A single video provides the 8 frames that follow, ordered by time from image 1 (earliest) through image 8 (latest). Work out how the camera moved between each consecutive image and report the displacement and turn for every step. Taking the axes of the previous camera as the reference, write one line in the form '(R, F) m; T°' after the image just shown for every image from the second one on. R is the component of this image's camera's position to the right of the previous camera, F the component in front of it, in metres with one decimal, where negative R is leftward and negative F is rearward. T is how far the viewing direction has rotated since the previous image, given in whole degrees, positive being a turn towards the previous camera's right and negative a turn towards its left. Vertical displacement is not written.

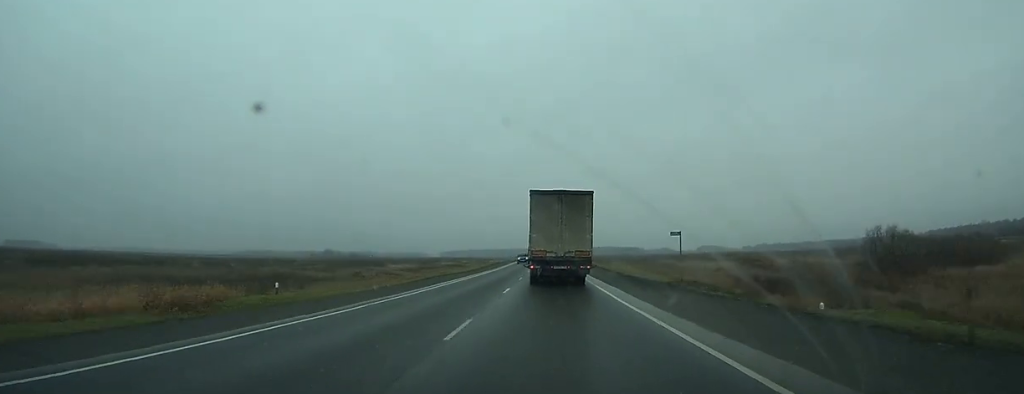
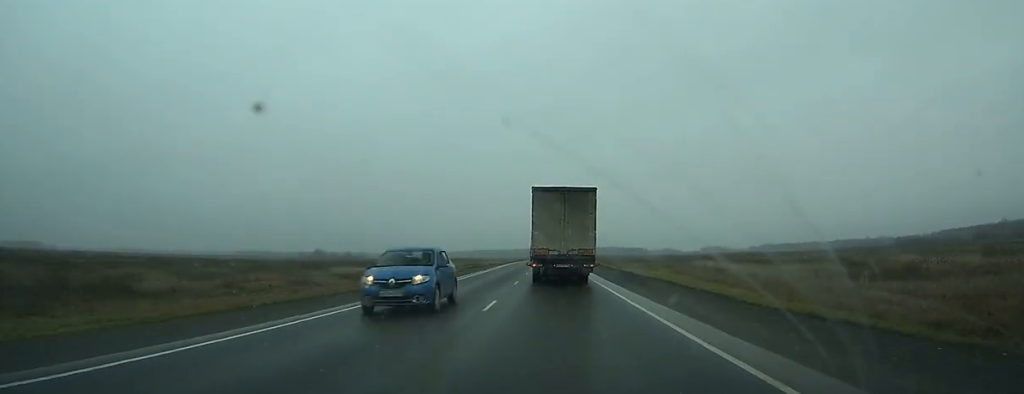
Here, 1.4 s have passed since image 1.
(0.0, +30.6) m; 0°
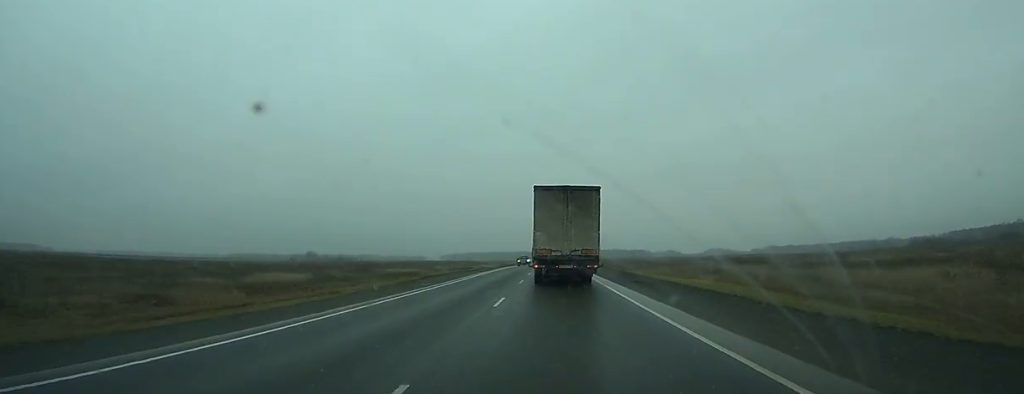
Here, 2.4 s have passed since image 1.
(0.0, +21.8) m; 0°
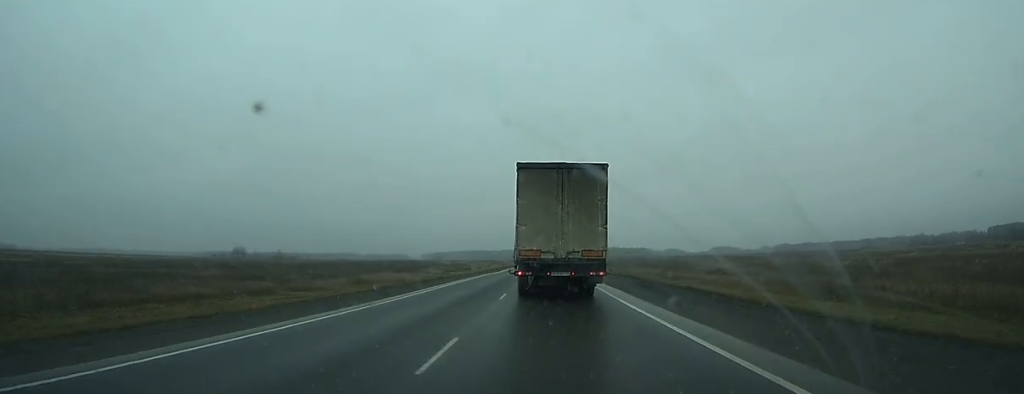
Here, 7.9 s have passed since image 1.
(+0.3, +129.2) m; +1°
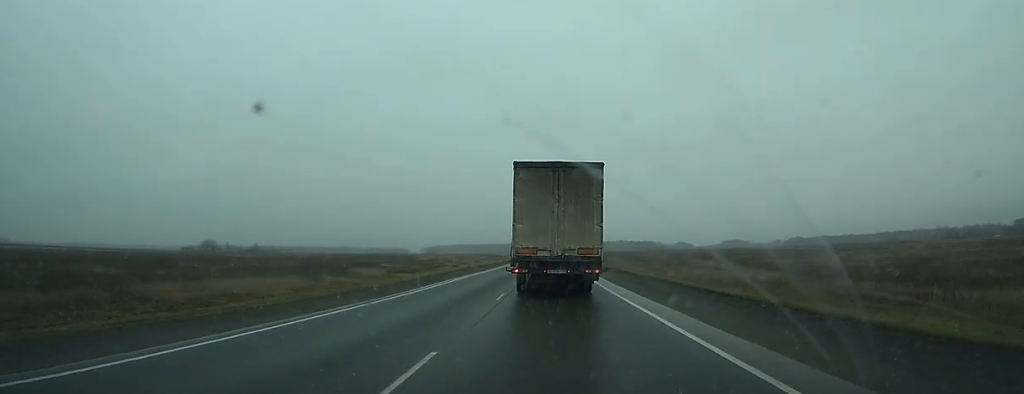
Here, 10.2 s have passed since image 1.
(0.0, +49.8) m; 0°
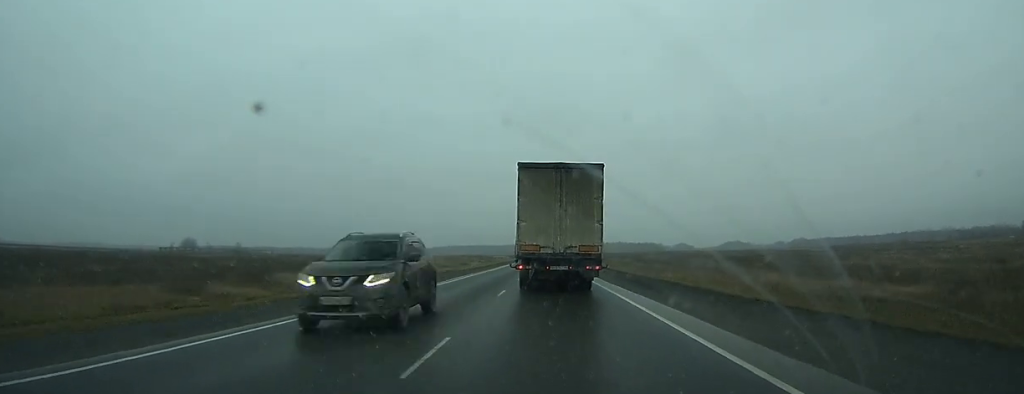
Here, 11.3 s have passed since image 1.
(0.0, +22.7) m; 0°
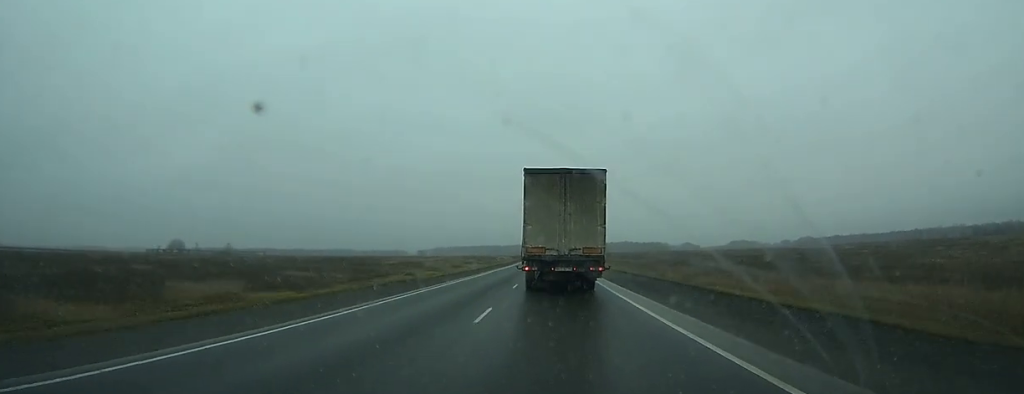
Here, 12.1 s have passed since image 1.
(-0.1, +18.1) m; 0°
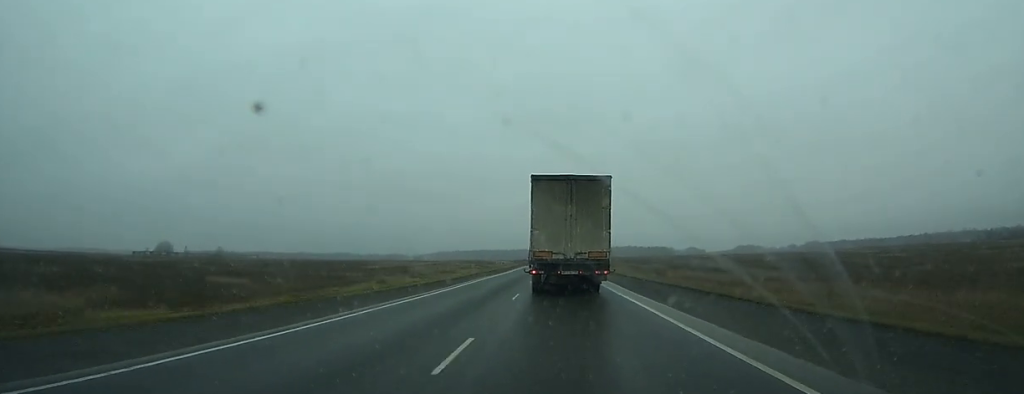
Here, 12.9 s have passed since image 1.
(0.0, +16.7) m; 0°
